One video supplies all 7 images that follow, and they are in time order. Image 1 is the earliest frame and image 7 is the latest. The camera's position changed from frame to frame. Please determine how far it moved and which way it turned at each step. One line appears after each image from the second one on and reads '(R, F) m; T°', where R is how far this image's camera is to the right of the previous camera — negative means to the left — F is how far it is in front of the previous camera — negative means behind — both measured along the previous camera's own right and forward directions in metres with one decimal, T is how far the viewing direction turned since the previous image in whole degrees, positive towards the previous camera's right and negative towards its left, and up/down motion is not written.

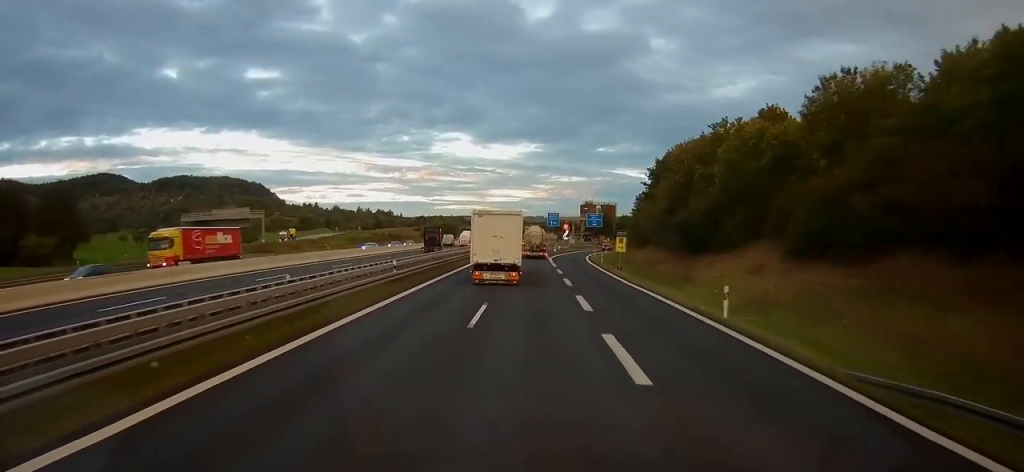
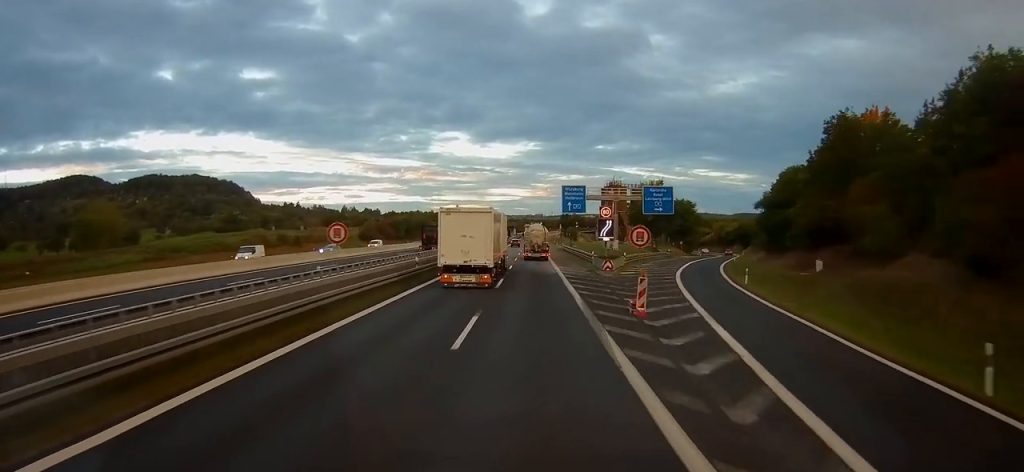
(+0.1, +95.0) m; 0°
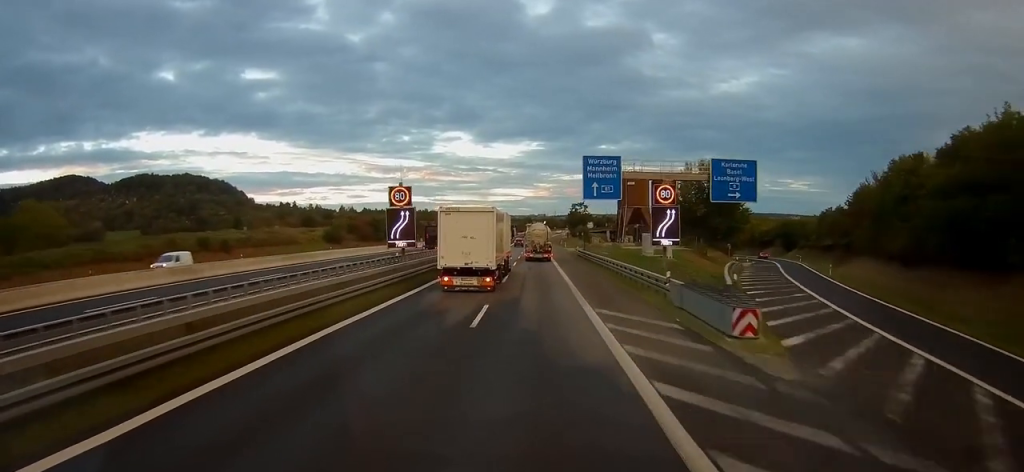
(+0.1, +33.1) m; 0°
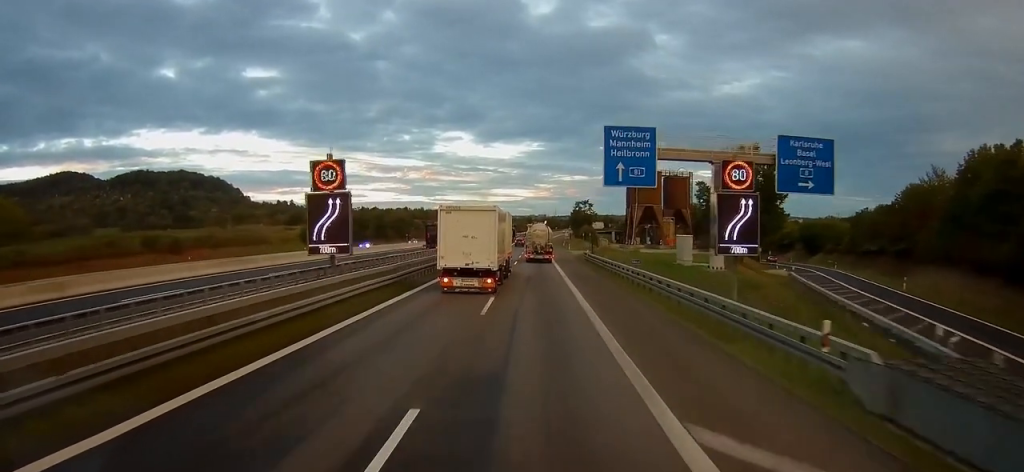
(0.0, +15.2) m; 0°
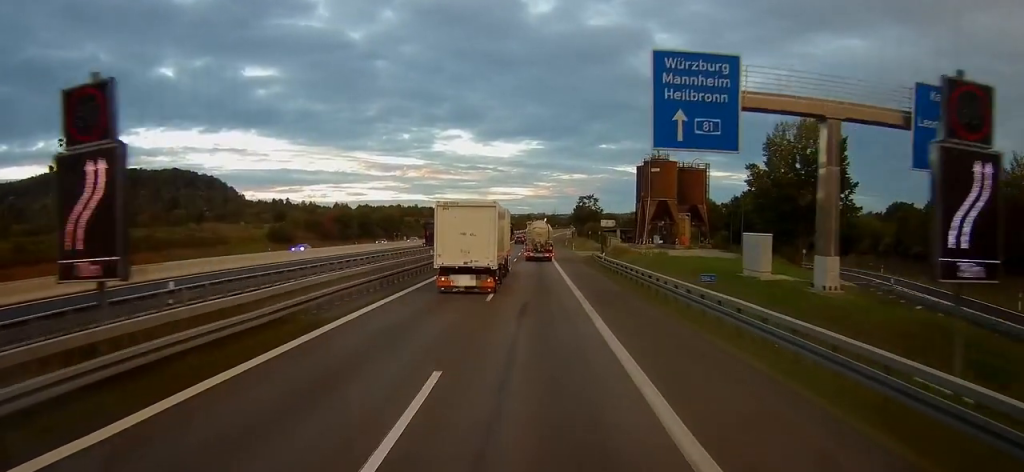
(0.0, +16.0) m; 0°
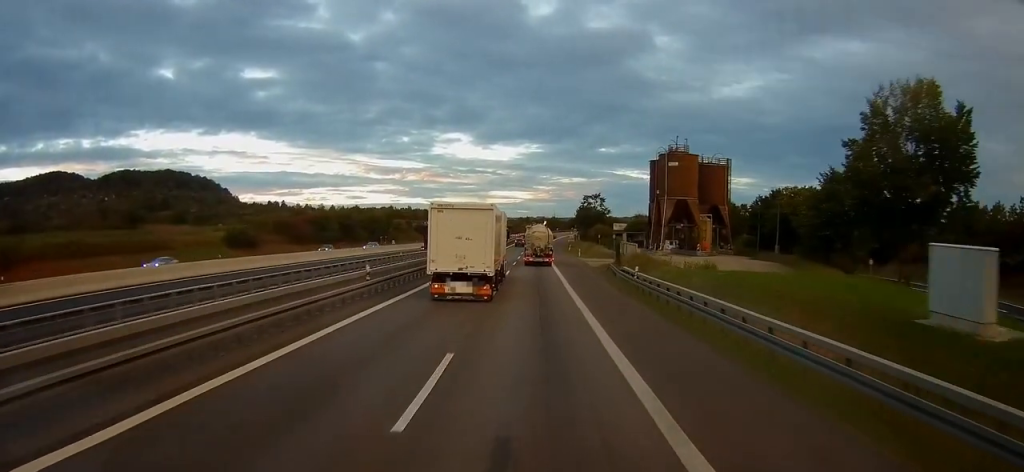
(0.0, +16.8) m; 0°
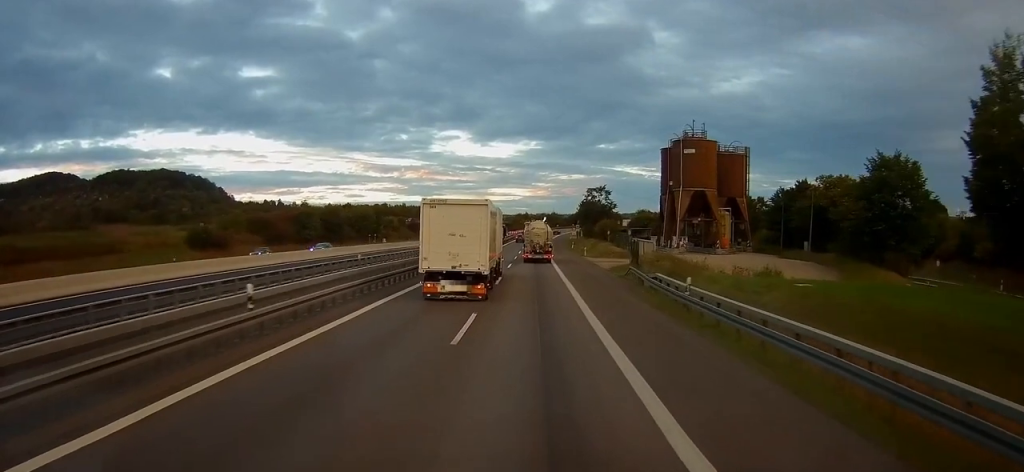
(0.0, +11.8) m; 0°
